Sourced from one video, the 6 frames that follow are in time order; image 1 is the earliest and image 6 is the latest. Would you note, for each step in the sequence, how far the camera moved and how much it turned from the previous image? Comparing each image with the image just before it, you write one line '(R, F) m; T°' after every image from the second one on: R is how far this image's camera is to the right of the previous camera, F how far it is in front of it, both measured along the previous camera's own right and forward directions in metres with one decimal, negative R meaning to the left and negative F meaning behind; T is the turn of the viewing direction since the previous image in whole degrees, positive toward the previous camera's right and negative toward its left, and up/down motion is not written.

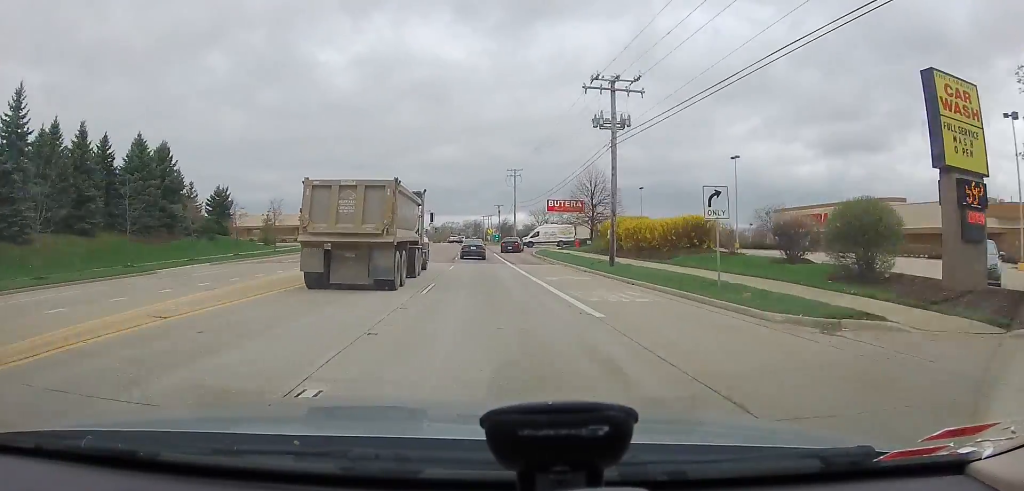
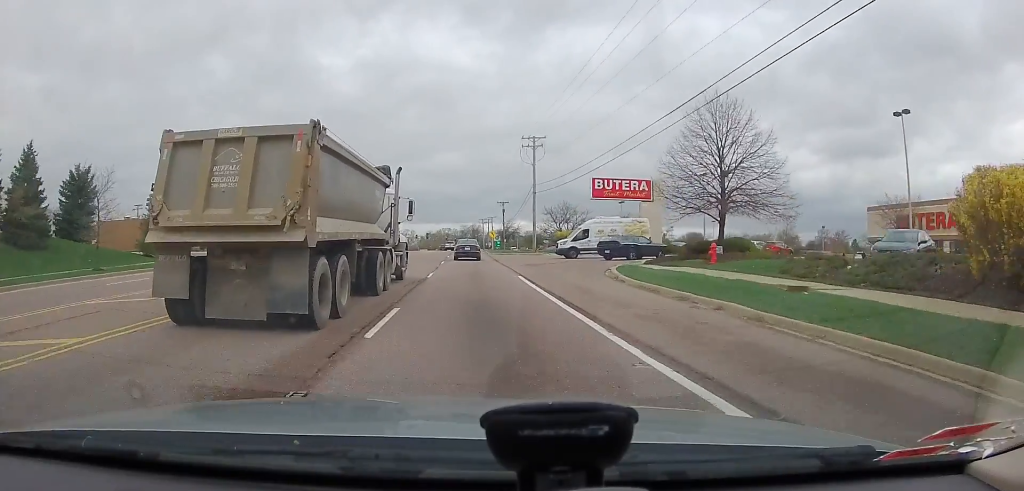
(-0.2, +32.0) m; -2°
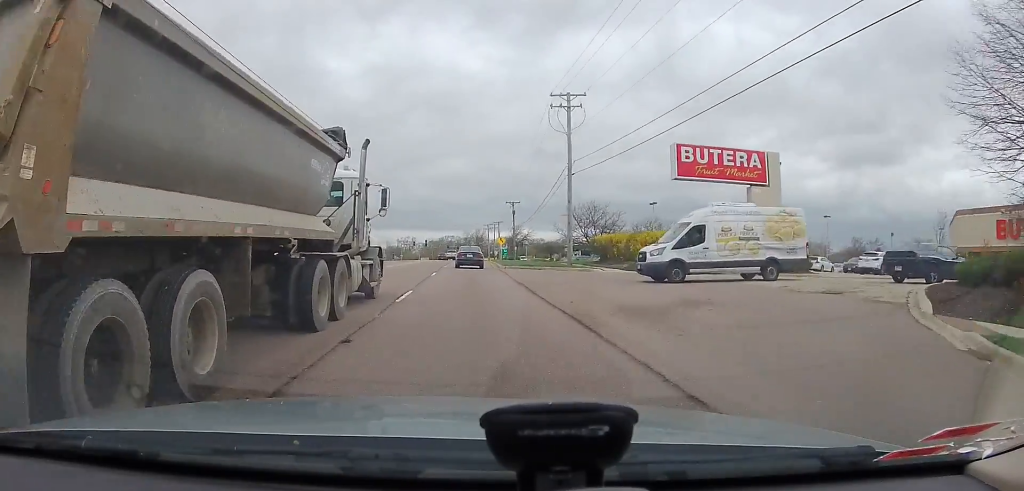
(+0.2, +19.6) m; +1°
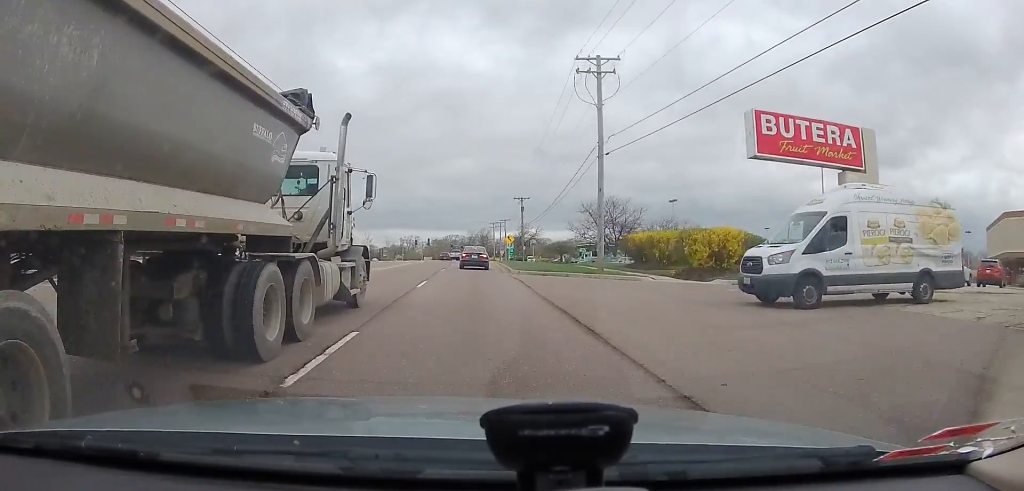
(0.0, +8.1) m; 0°
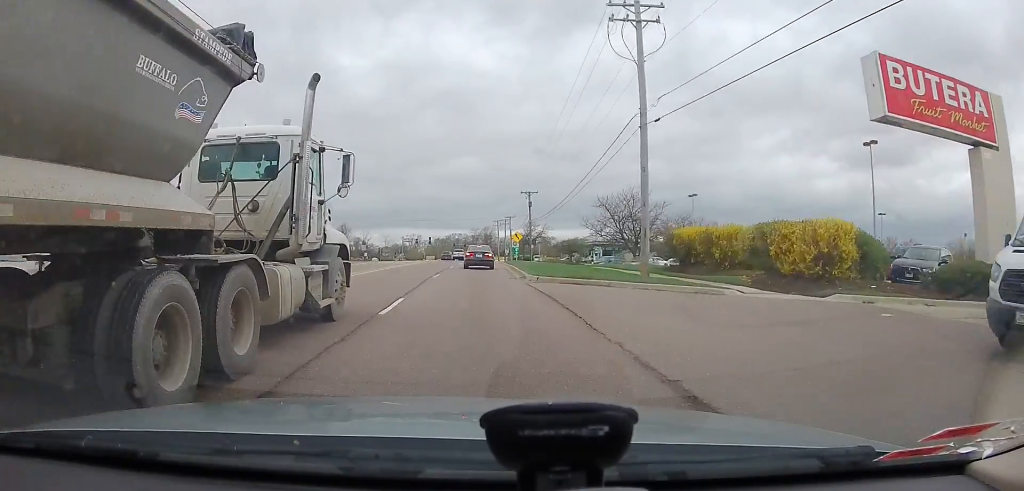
(0.0, +7.5) m; 0°
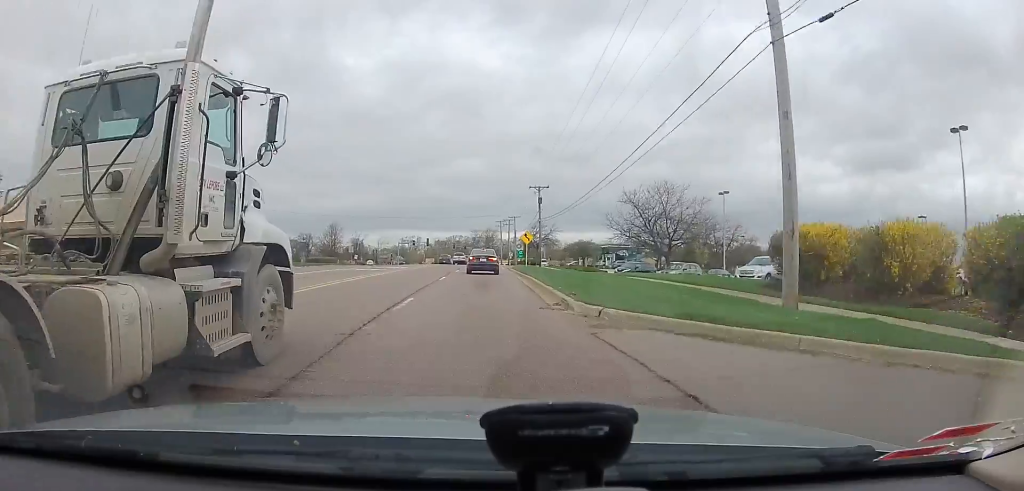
(0.0, +11.2) m; -1°
